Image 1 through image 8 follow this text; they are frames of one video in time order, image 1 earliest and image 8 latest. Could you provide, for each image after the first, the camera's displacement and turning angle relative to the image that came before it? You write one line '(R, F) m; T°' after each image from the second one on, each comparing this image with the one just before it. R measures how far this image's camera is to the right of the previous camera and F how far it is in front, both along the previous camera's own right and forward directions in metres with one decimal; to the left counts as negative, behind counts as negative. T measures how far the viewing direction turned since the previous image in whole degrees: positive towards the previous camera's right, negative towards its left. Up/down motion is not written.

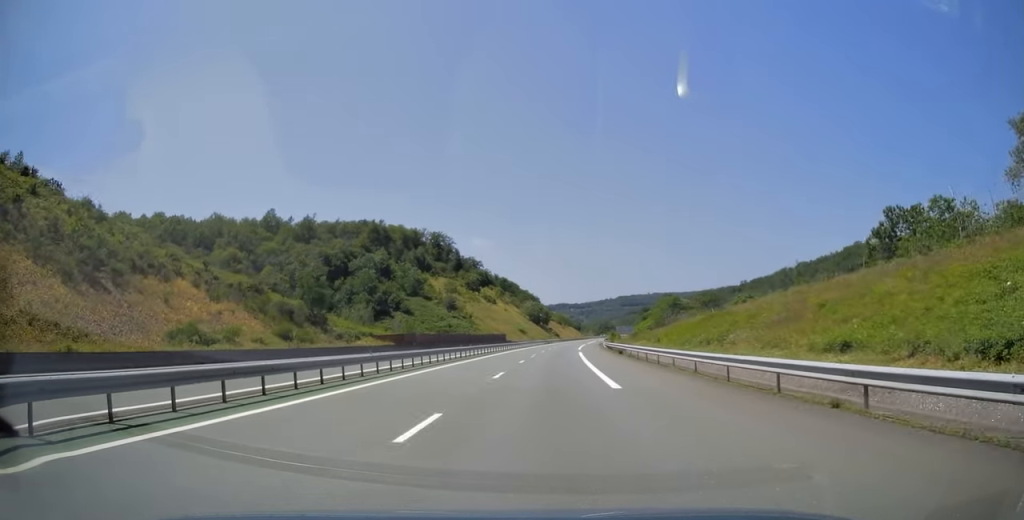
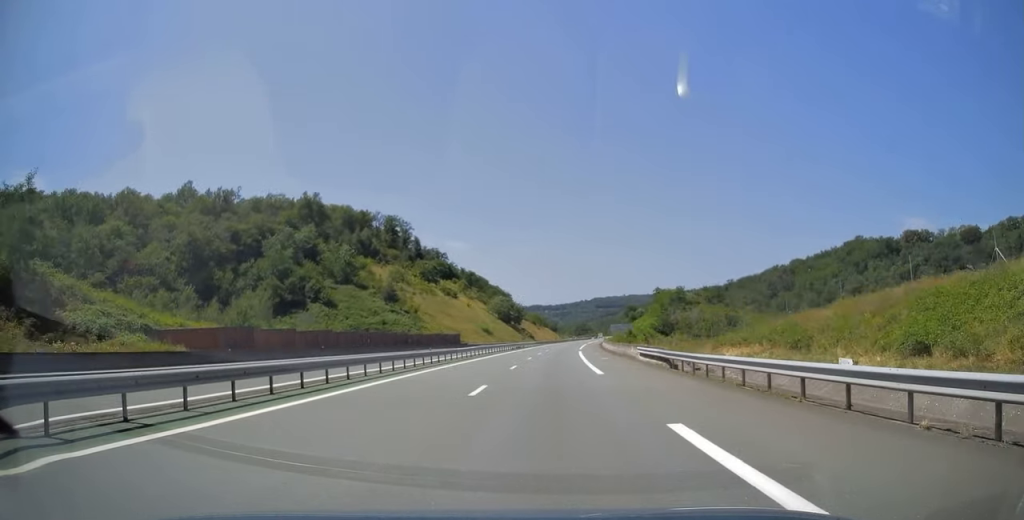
(+1.2, +45.1) m; +2°
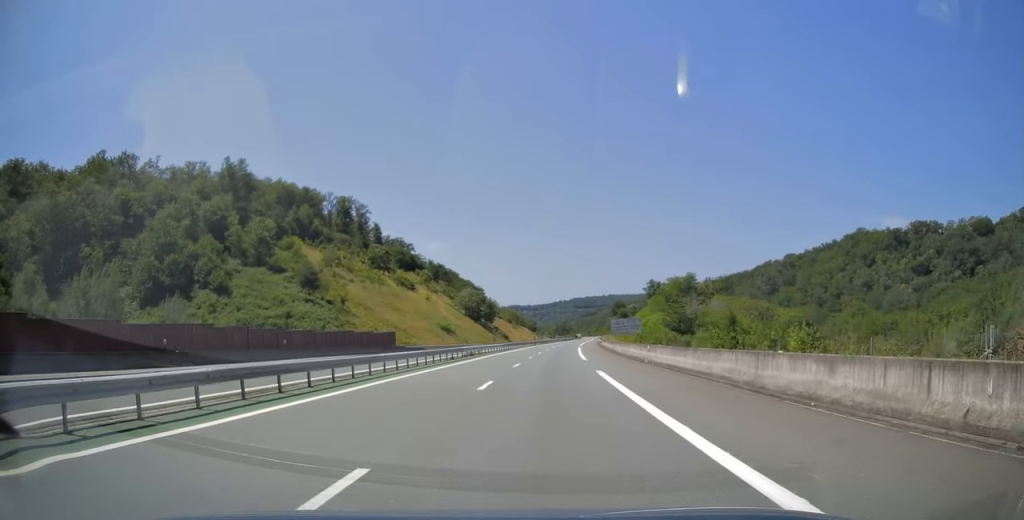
(+0.4, +37.1) m; +1°
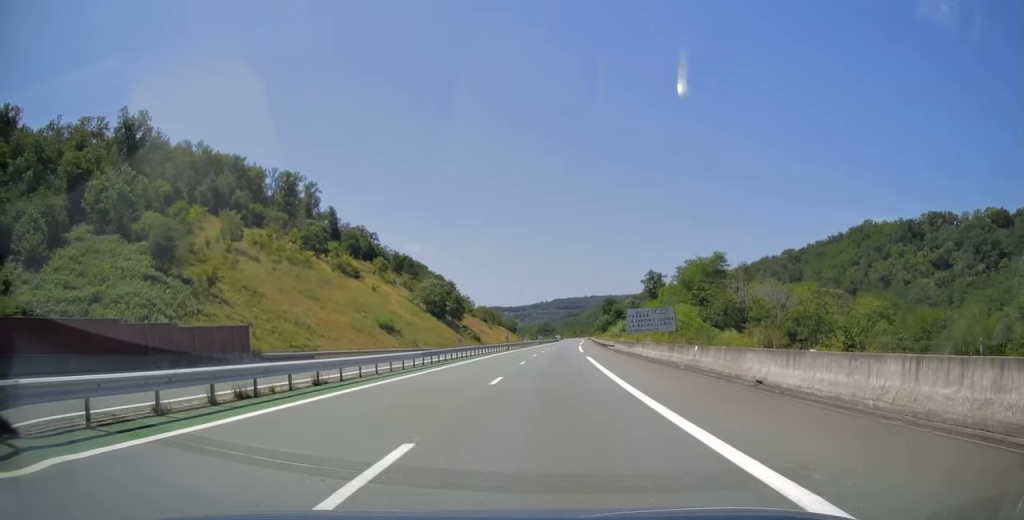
(+0.6, +37.2) m; +2°
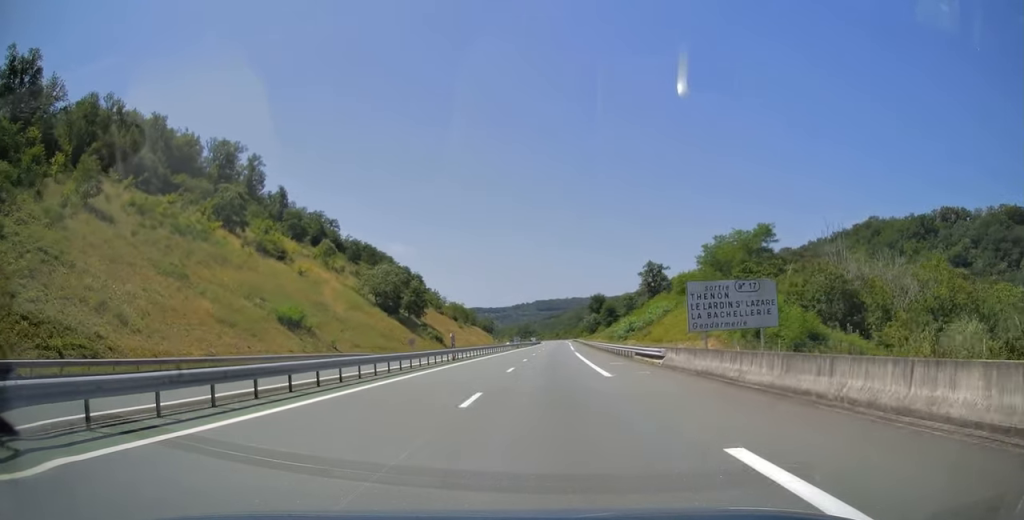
(+0.5, +31.9) m; +1°
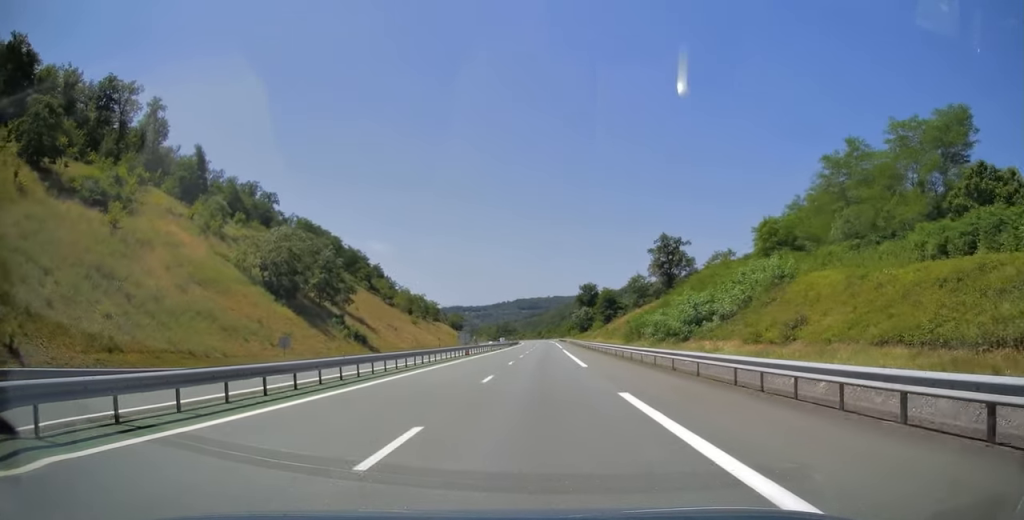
(+0.8, +44.8) m; +2°
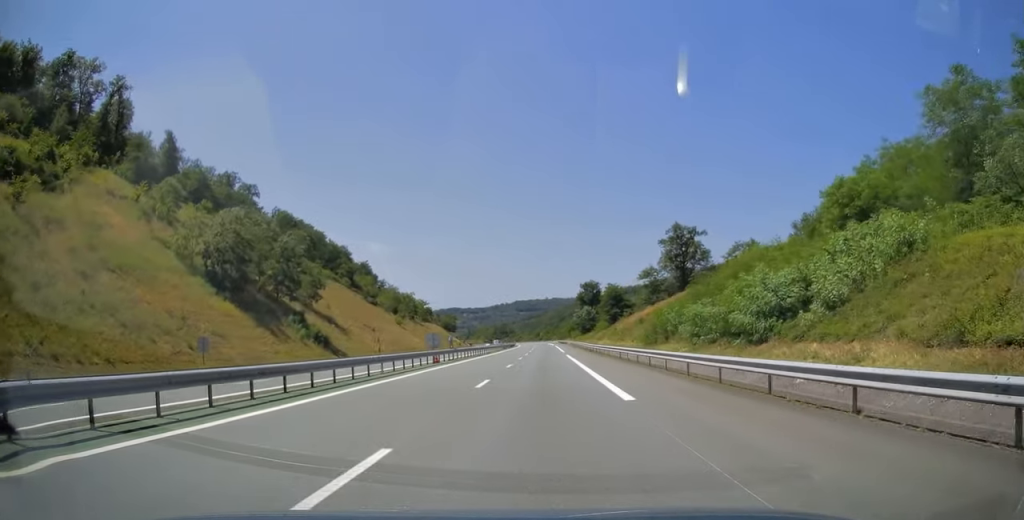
(+0.3, +14.6) m; 0°
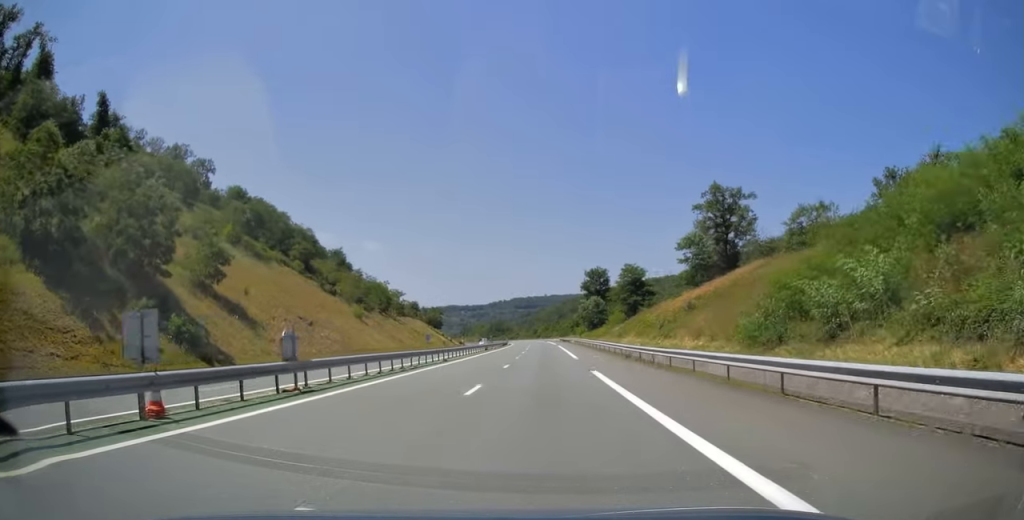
(0.0, +28.6) m; 0°
